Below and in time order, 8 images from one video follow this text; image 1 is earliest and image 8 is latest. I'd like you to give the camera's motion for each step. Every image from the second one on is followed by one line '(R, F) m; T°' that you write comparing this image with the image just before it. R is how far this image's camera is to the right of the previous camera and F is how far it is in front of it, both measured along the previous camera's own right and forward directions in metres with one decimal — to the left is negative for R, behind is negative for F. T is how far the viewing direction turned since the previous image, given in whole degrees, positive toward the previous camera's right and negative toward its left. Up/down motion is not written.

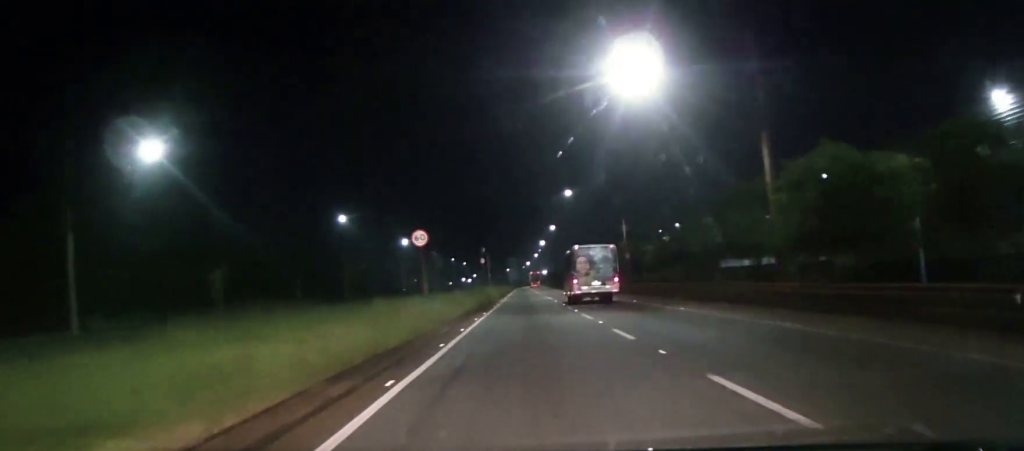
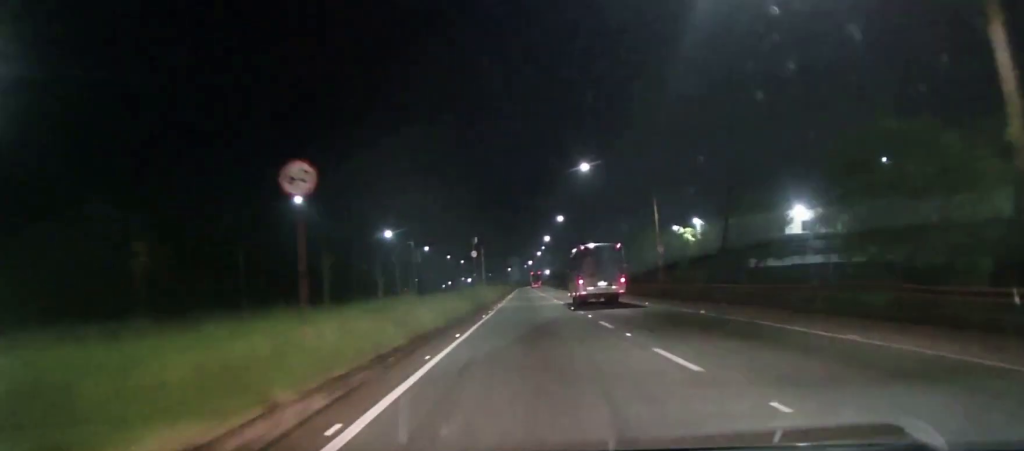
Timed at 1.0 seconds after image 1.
(+0.4, +14.0) m; 0°
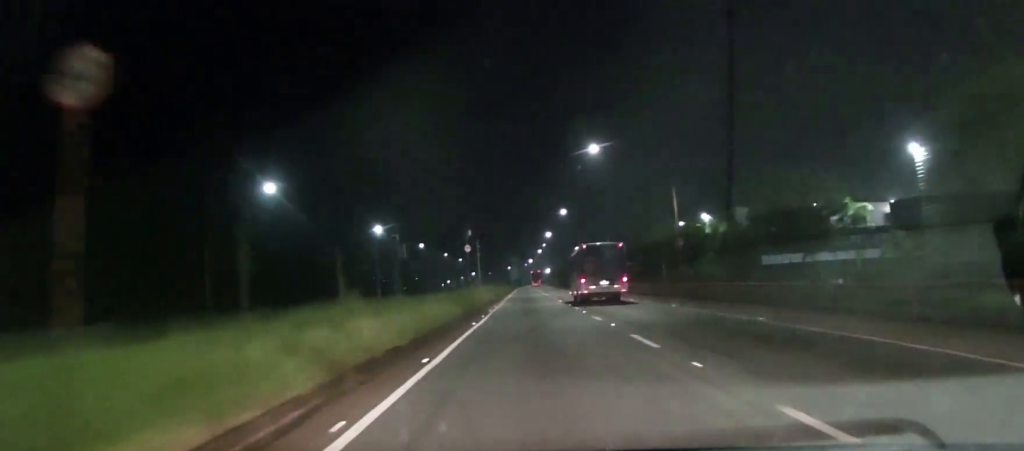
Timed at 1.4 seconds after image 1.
(-0.1, +6.0) m; 0°
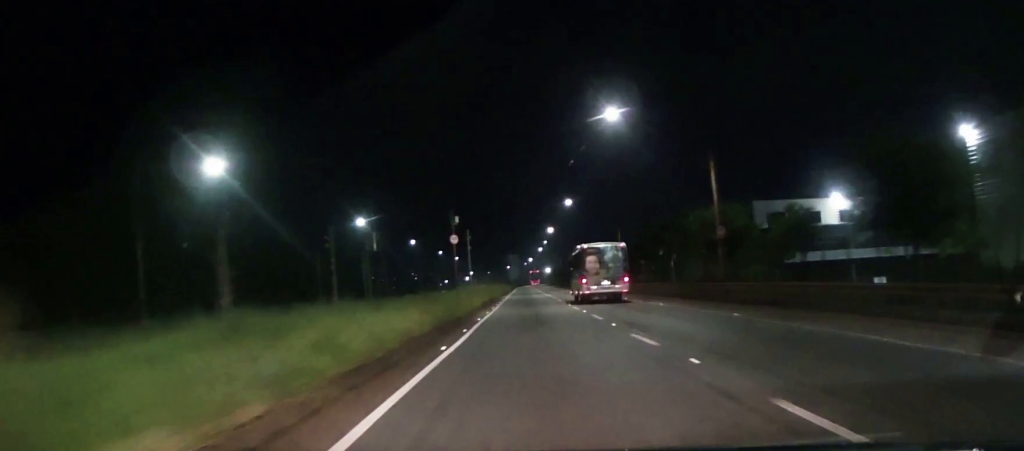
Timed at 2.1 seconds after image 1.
(-0.3, +8.8) m; 0°
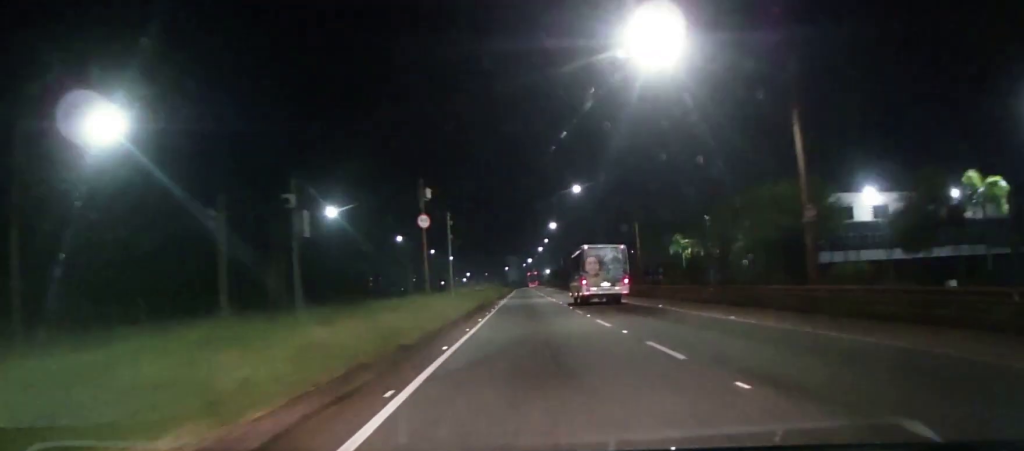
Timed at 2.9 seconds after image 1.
(+0.3, +11.0) m; +2°
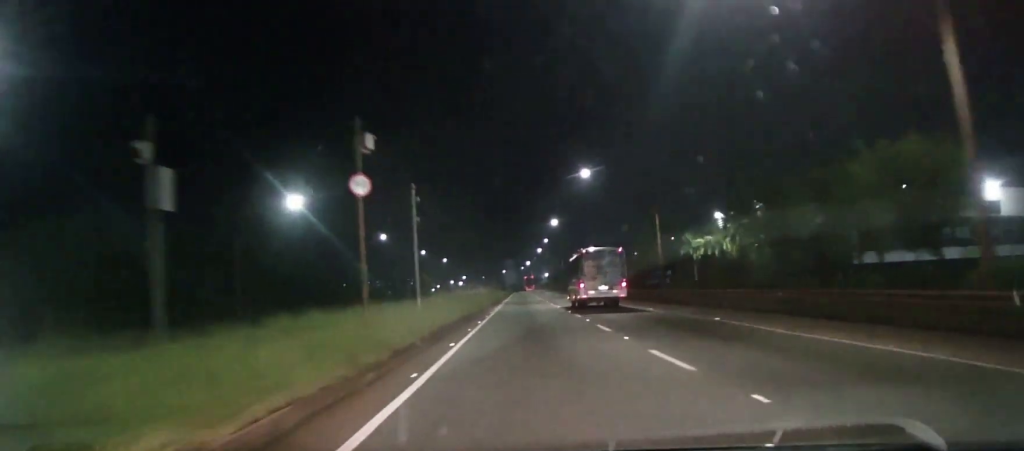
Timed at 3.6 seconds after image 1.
(+0.1, +9.7) m; 0°
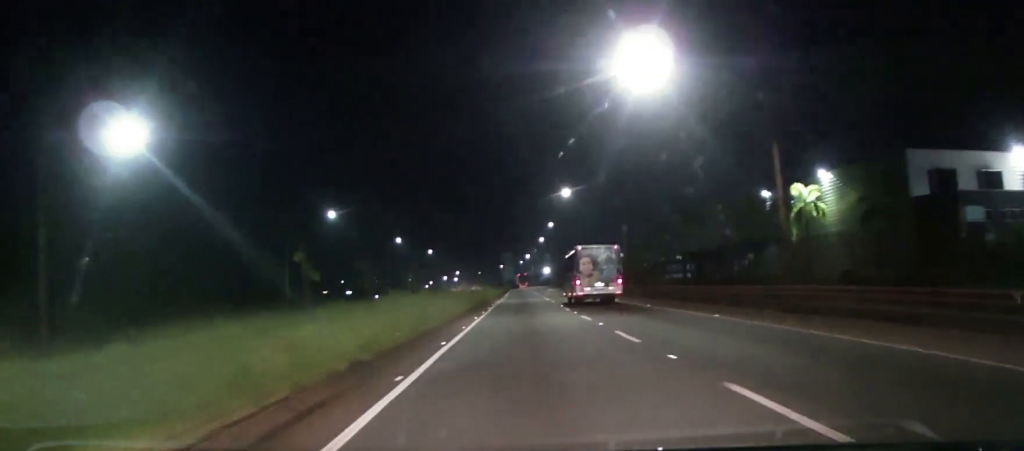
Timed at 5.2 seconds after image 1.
(-0.7, +23.0) m; -1°
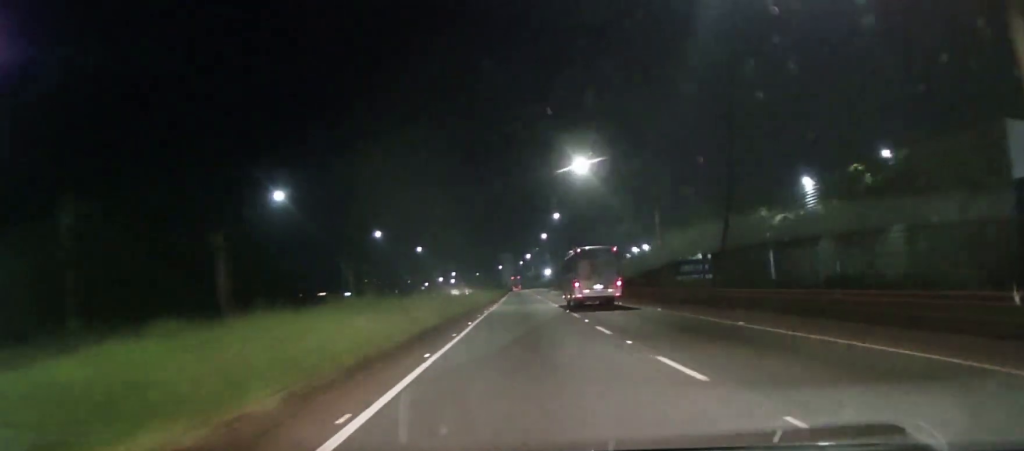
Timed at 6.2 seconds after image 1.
(+0.5, +14.1) m; 0°
